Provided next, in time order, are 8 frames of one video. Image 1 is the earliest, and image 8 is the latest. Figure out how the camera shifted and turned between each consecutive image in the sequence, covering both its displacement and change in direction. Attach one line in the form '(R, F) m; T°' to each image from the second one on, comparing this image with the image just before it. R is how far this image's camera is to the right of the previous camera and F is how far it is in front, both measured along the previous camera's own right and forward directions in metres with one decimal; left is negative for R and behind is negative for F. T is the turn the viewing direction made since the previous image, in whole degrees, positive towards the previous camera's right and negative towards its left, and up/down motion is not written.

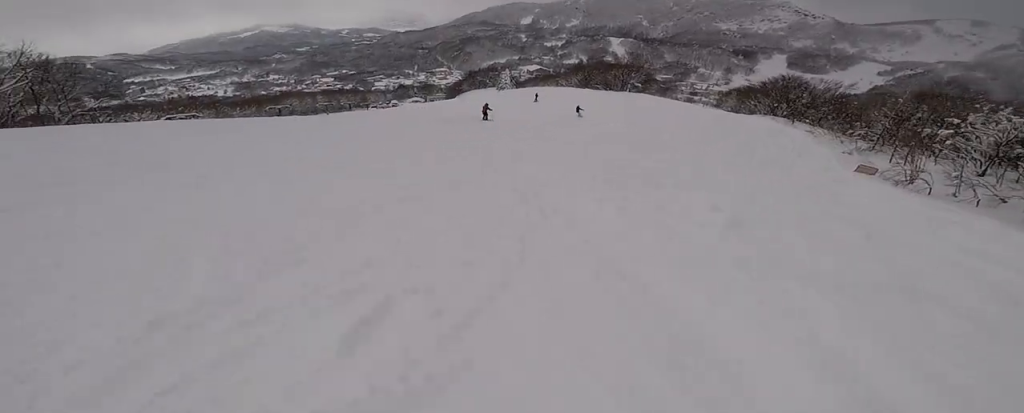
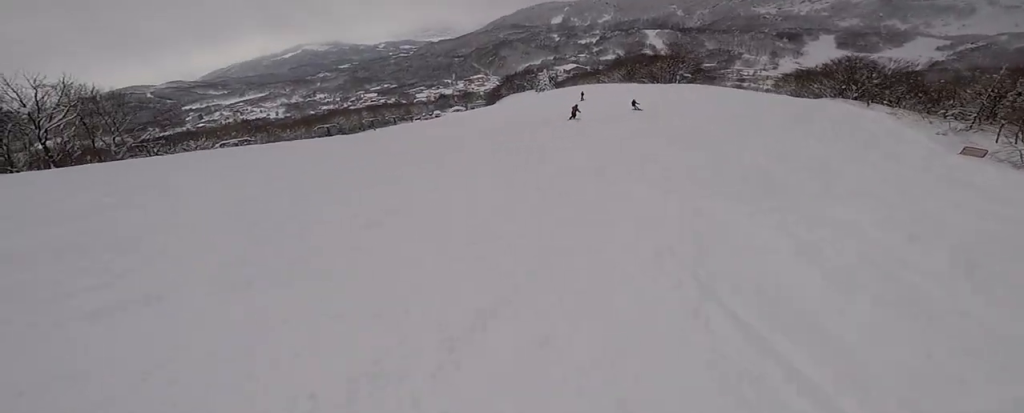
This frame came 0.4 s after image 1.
(-0.1, +2.9) m; +1°
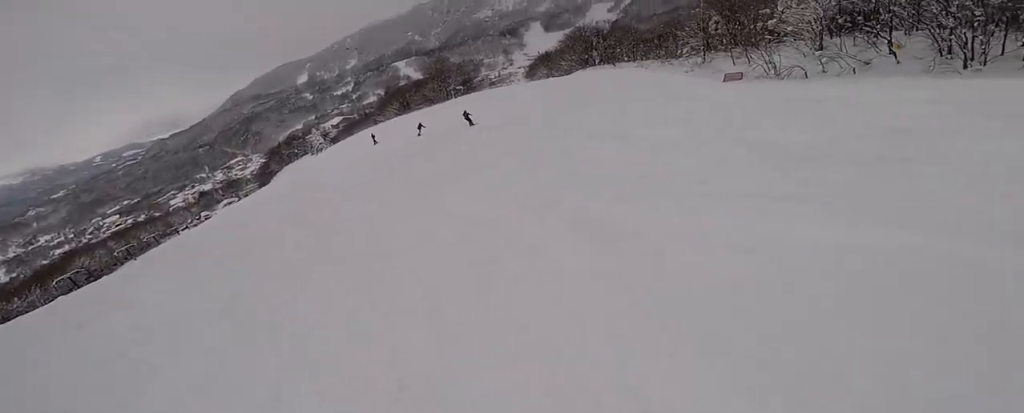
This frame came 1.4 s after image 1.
(+0.3, +6.8) m; +14°
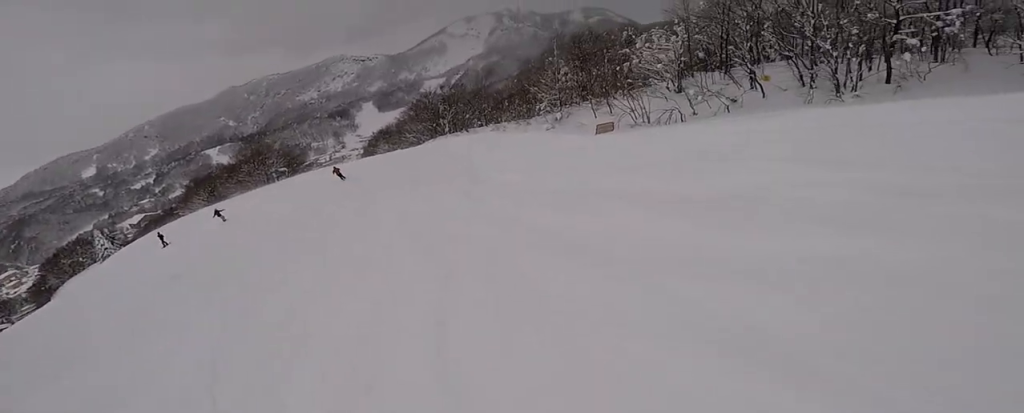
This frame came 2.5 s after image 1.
(+1.9, +8.2) m; +20°
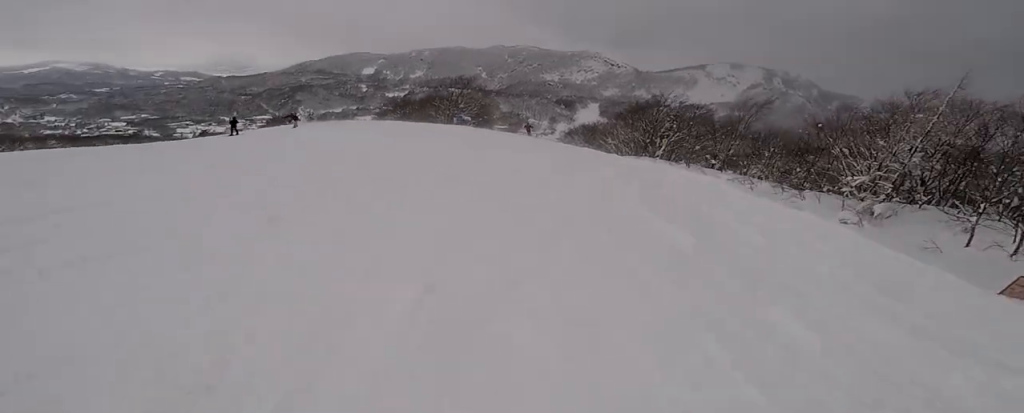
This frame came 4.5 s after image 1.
(-0.2, +17.0) m; -14°
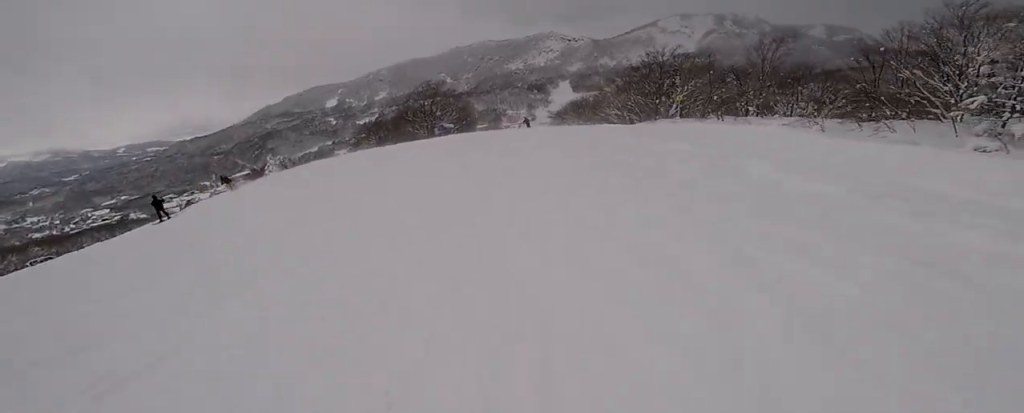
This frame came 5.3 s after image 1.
(-0.9, +7.1) m; -4°
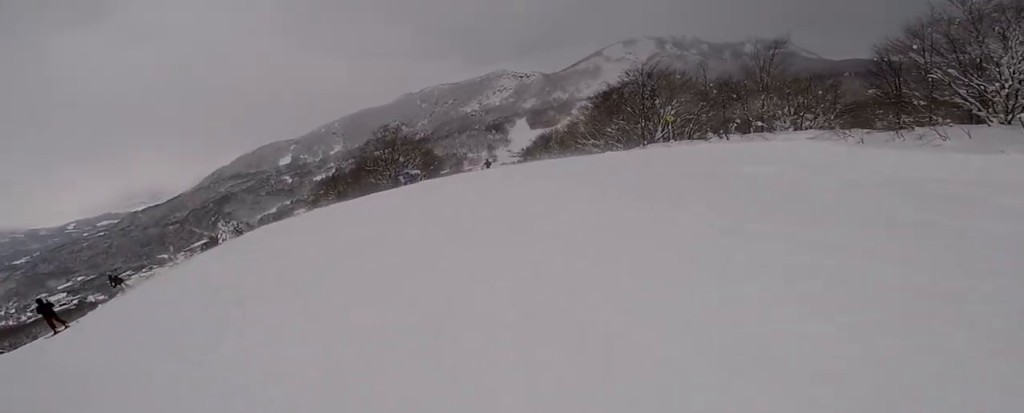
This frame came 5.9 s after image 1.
(+0.1, +5.3) m; +10°
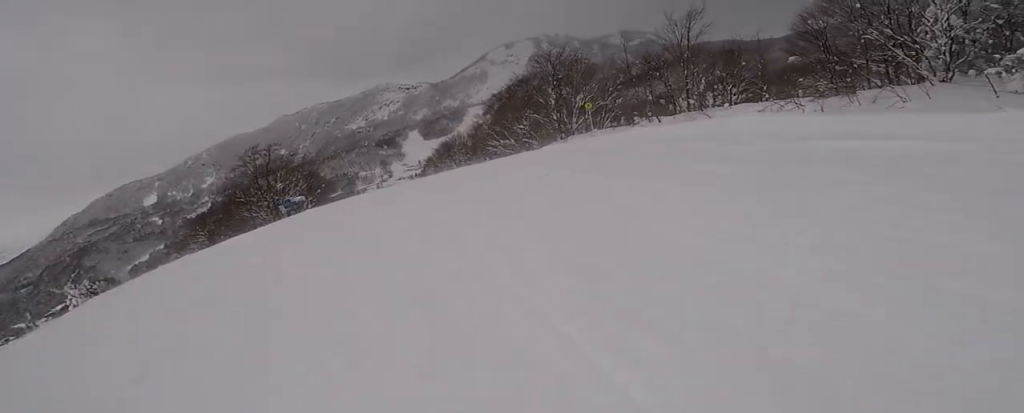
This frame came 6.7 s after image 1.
(+0.9, +5.8) m; +12°
